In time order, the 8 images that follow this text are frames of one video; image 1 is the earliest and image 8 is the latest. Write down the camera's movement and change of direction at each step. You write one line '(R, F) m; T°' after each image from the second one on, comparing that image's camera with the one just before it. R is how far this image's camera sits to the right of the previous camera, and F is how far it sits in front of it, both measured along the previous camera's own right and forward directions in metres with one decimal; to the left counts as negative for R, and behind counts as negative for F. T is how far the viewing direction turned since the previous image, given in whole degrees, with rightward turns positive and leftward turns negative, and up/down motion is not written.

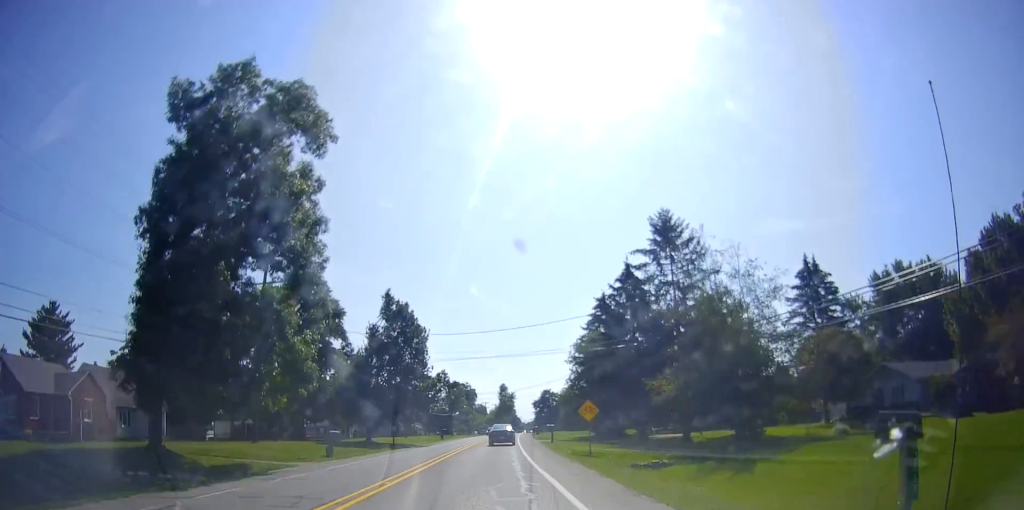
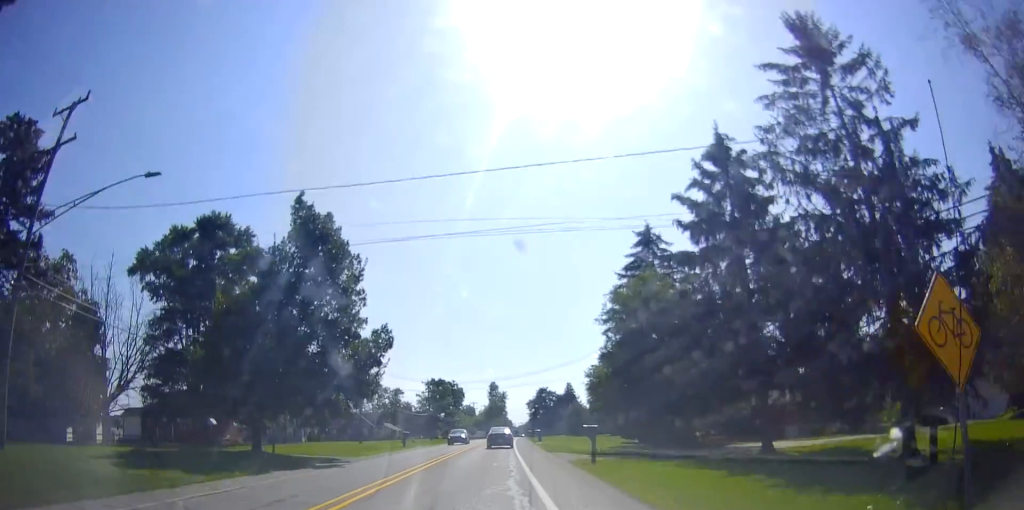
(+1.1, +24.0) m; +1°
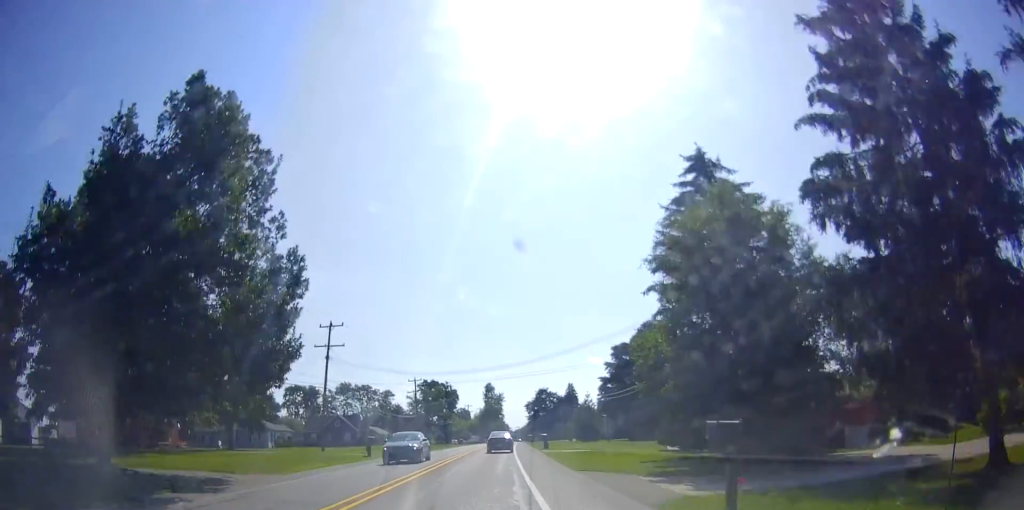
(-0.5, +13.4) m; -1°
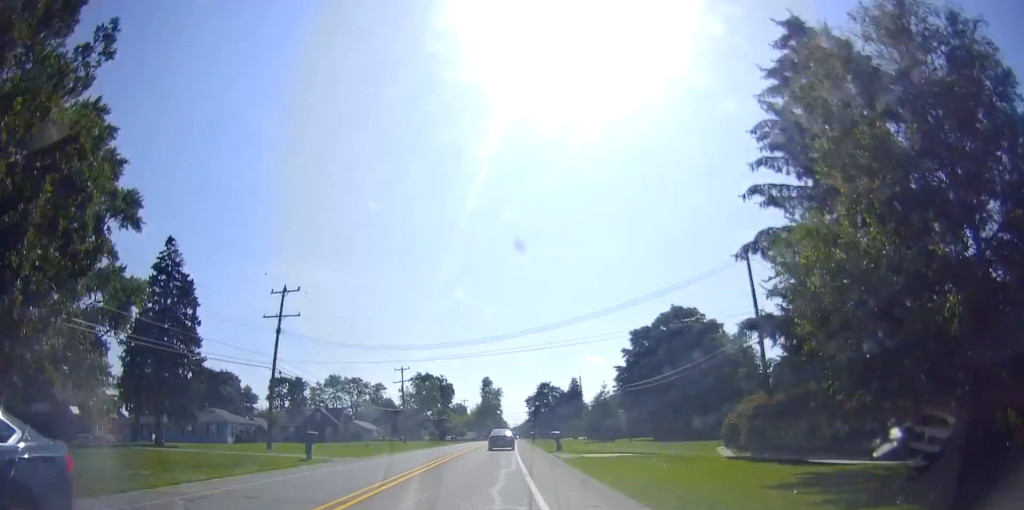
(-0.3, +12.7) m; -1°
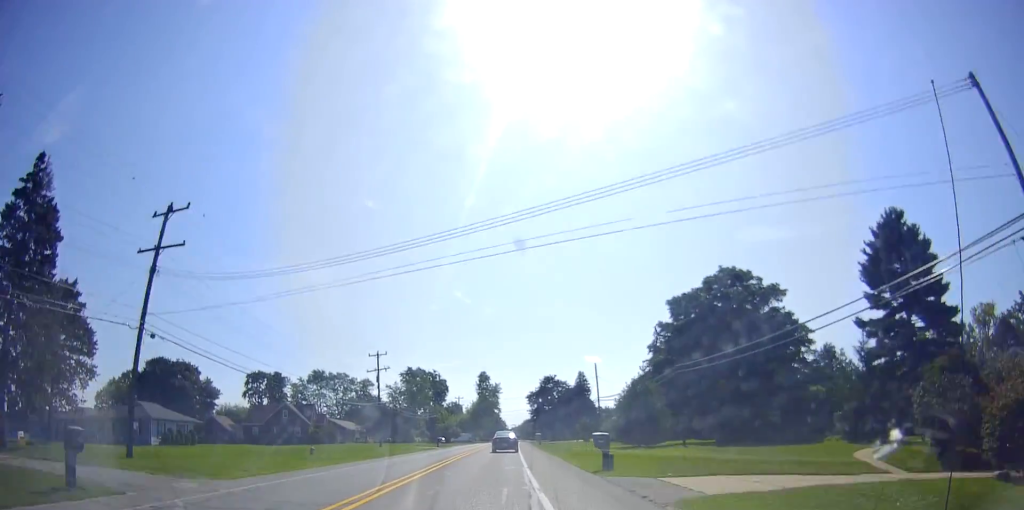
(+0.4, +17.4) m; +1°
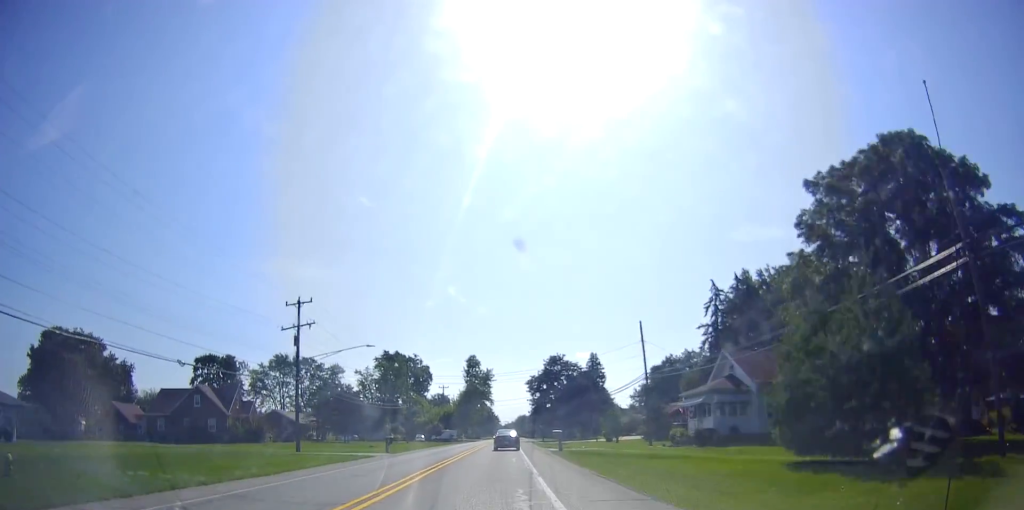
(+0.2, +28.7) m; +1°
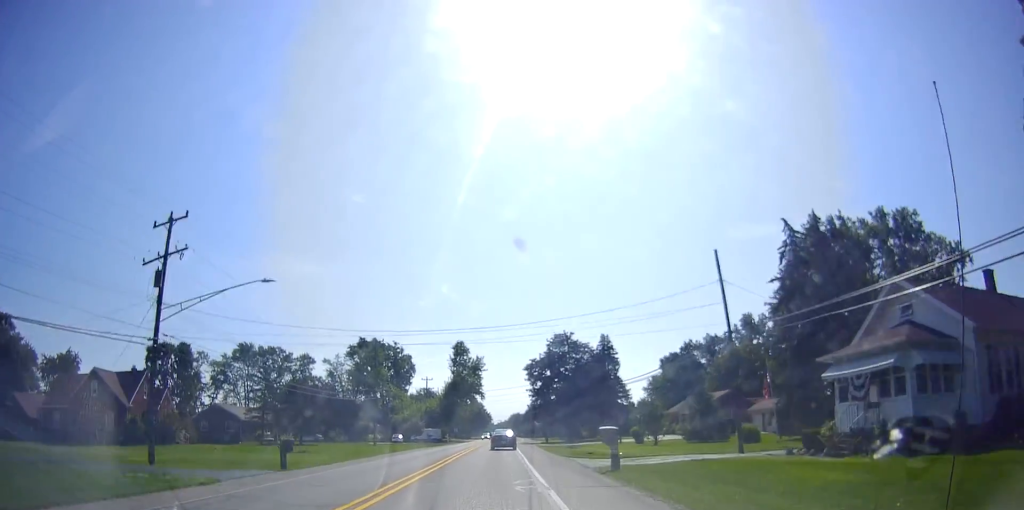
(+0.3, +20.0) m; +1°
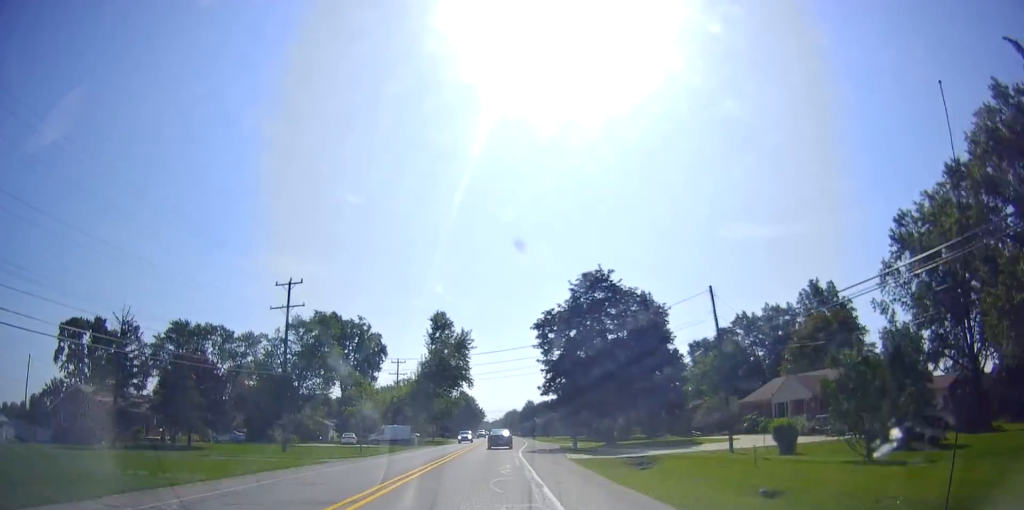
(-0.2, +30.9) m; -1°
